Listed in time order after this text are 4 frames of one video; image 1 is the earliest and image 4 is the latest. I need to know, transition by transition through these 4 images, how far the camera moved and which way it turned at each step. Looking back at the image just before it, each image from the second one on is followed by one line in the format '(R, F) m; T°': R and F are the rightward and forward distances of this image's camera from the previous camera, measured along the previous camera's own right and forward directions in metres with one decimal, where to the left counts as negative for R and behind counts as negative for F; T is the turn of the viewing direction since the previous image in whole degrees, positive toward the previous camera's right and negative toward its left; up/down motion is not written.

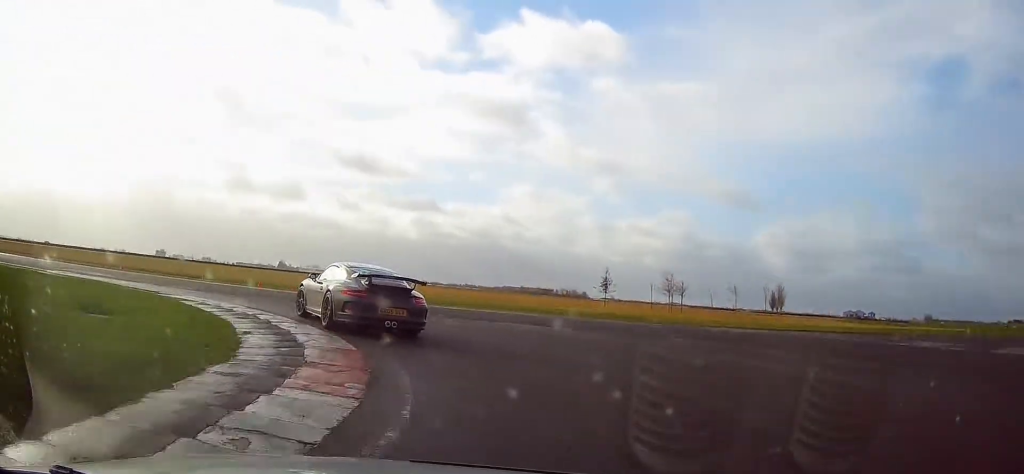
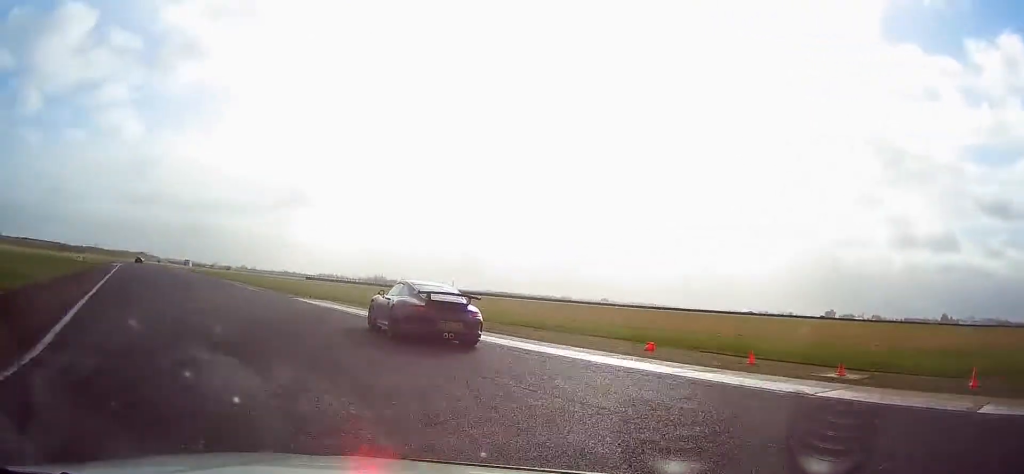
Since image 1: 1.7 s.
(-9.8, +20.0) m; -58°
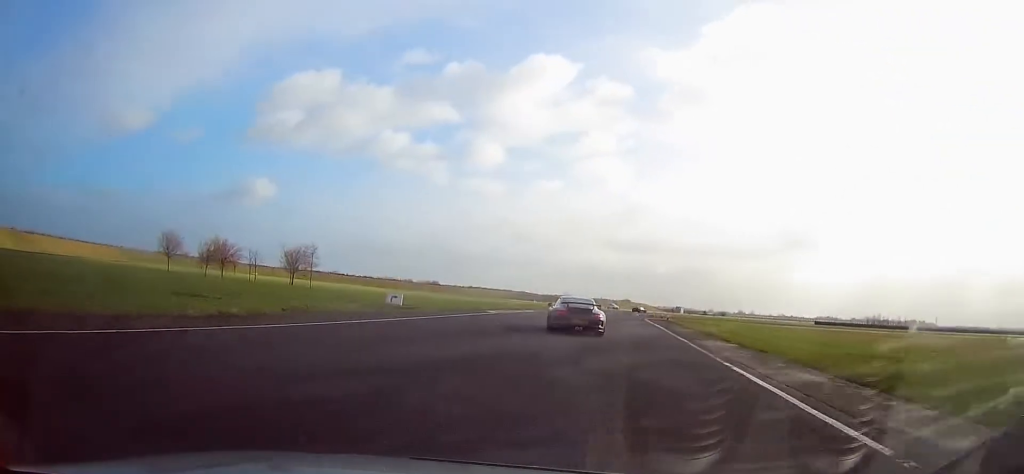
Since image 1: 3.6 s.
(-14.2, +27.3) m; -40°
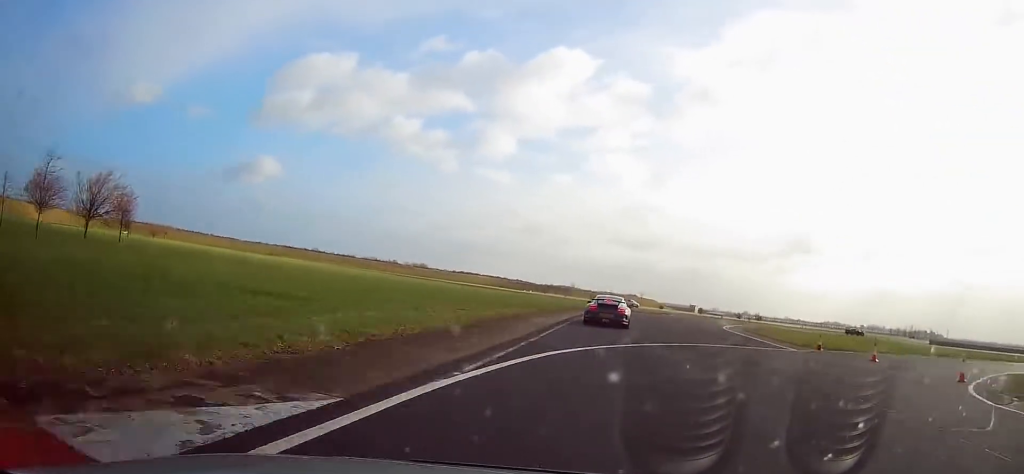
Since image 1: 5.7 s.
(-5.9, +52.9) m; -5°
